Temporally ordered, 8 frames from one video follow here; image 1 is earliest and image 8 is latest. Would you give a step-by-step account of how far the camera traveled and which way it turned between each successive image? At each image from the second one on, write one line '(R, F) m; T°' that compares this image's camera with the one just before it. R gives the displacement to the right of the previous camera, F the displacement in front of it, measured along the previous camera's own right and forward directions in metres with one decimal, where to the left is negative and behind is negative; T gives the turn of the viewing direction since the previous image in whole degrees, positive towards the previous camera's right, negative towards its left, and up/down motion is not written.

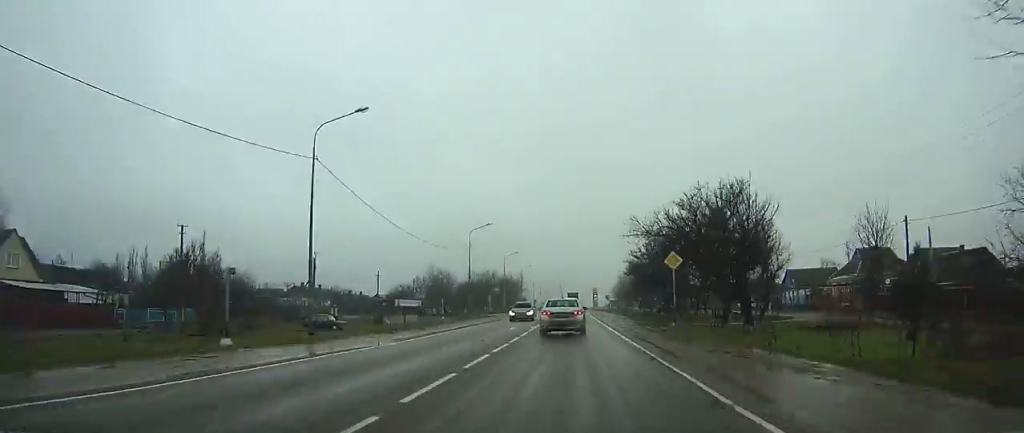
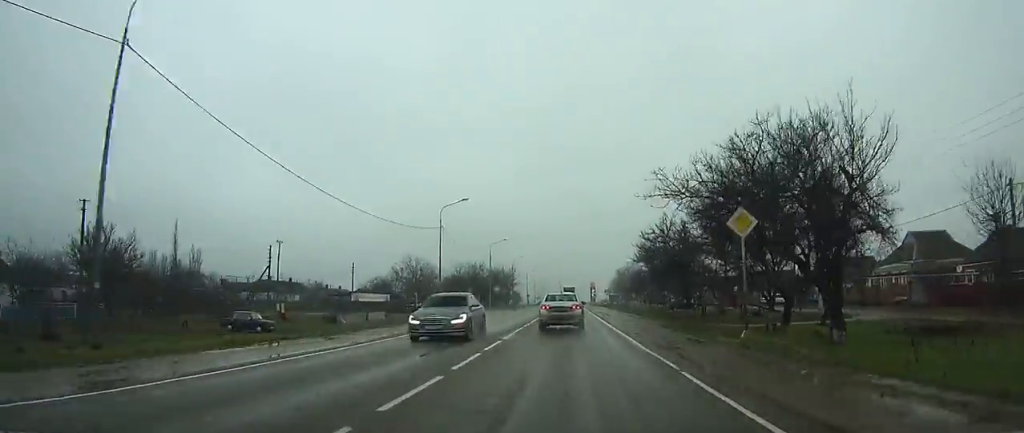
(-0.2, +12.6) m; 0°
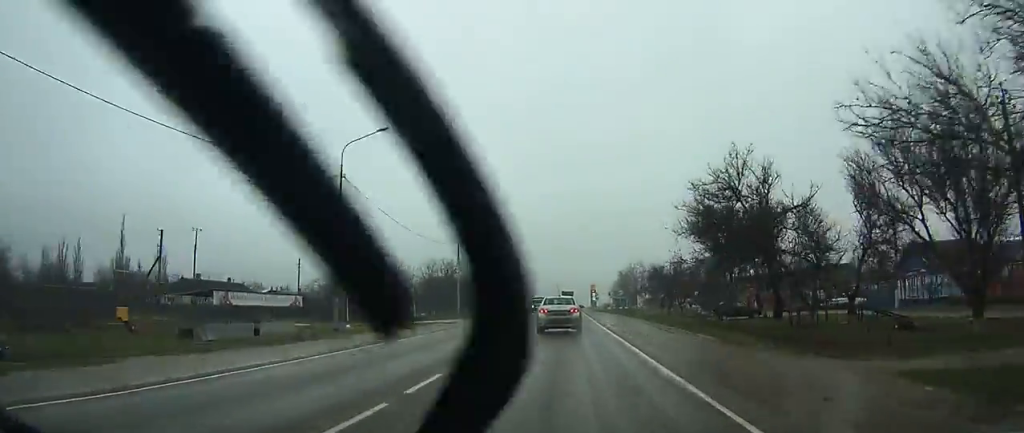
(+0.2, +22.3) m; 0°
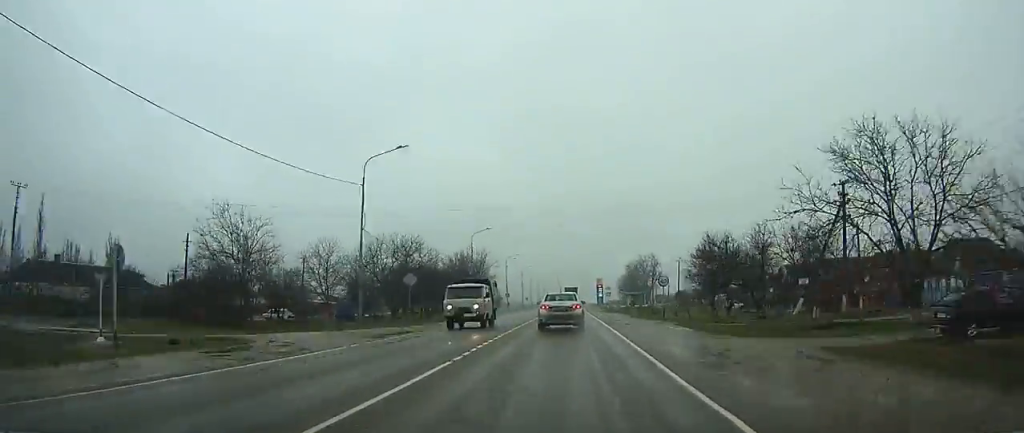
(+0.1, +28.9) m; 0°
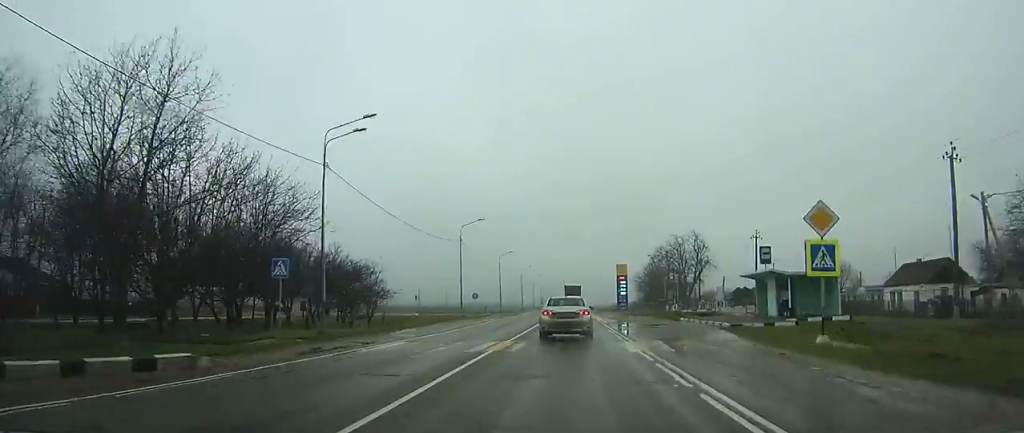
(-0.9, +79.0) m; -1°
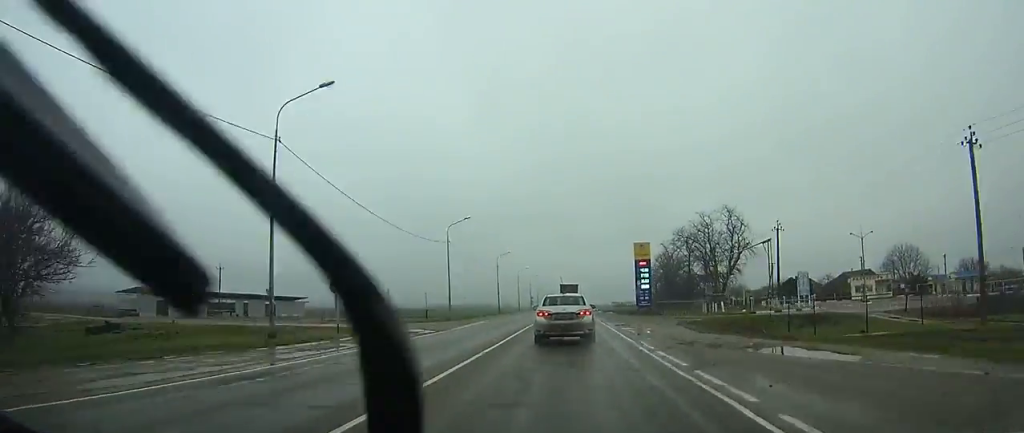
(+0.2, +37.5) m; 0°
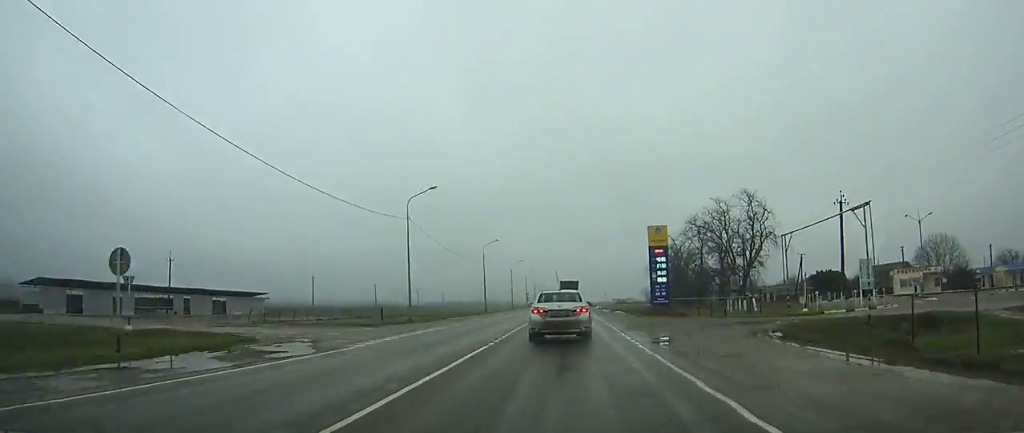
(-0.1, +14.3) m; 0°
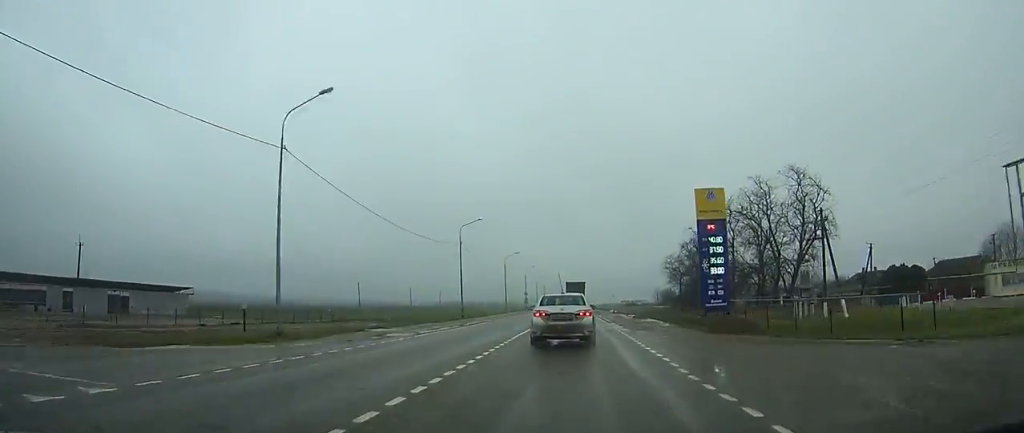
(0.0, +21.3) m; 0°
